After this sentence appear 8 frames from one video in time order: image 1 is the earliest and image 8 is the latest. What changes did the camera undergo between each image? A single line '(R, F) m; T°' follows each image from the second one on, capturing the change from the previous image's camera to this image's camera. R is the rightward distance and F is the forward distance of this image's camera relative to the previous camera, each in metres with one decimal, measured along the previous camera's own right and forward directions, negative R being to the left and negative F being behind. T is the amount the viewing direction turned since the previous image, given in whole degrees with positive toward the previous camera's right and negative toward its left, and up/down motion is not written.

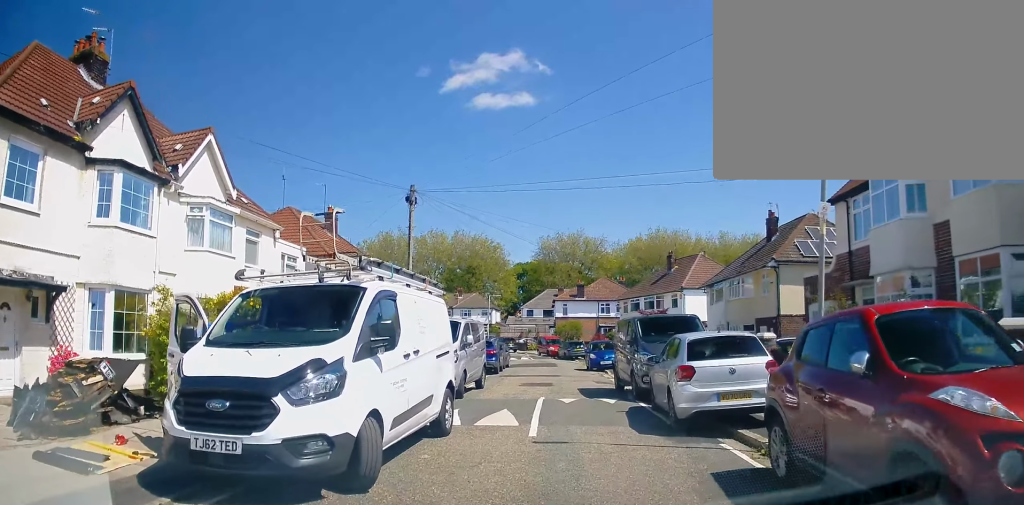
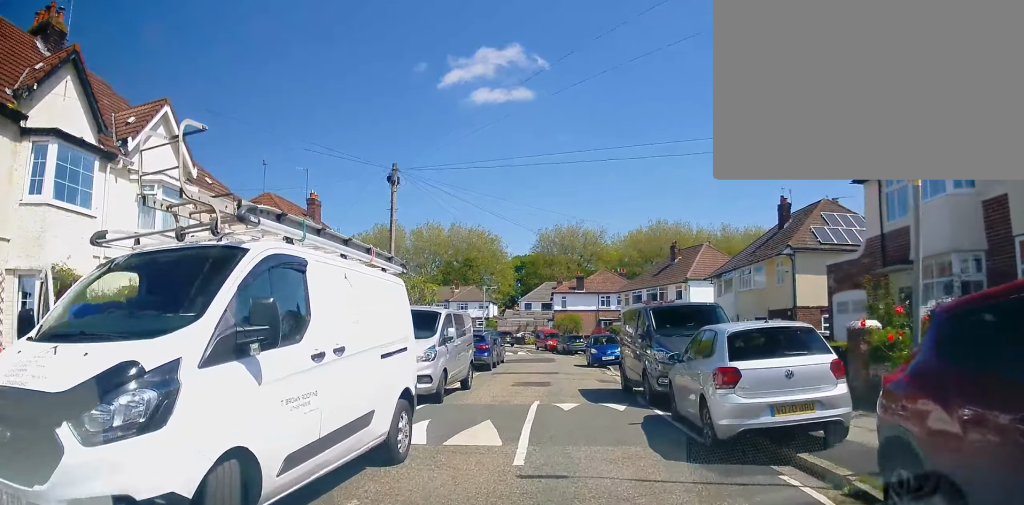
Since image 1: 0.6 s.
(-0.1, +2.4) m; +3°
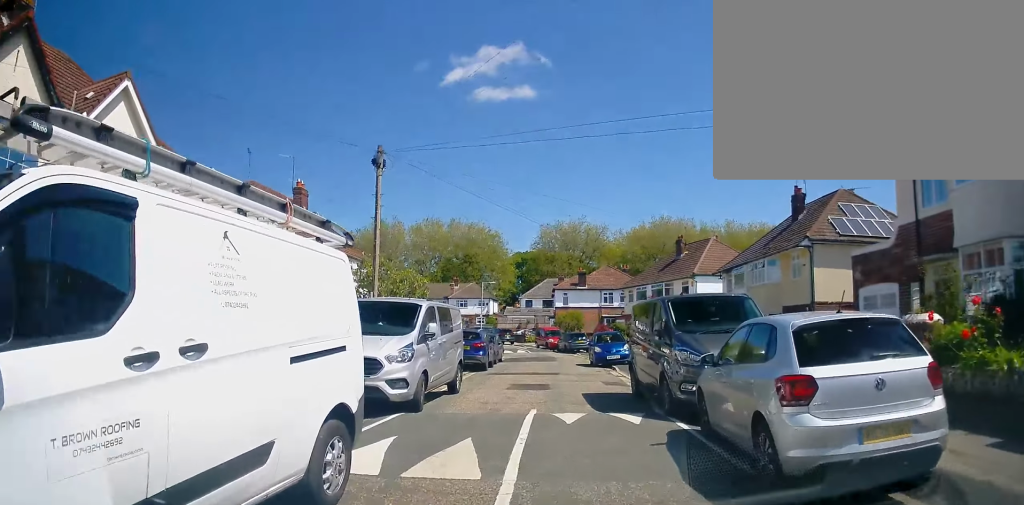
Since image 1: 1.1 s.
(+0.2, +1.9) m; -2°
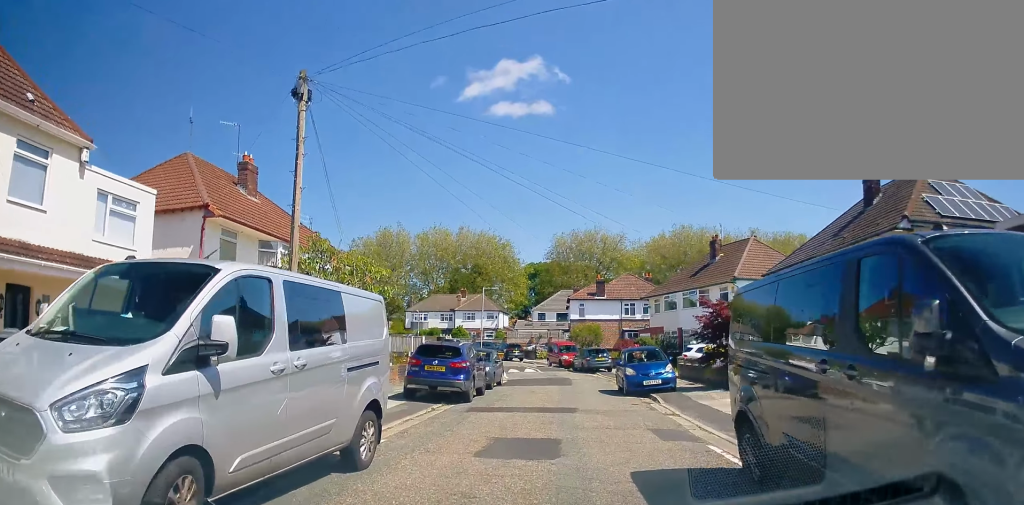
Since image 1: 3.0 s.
(-0.3, +6.7) m; -2°
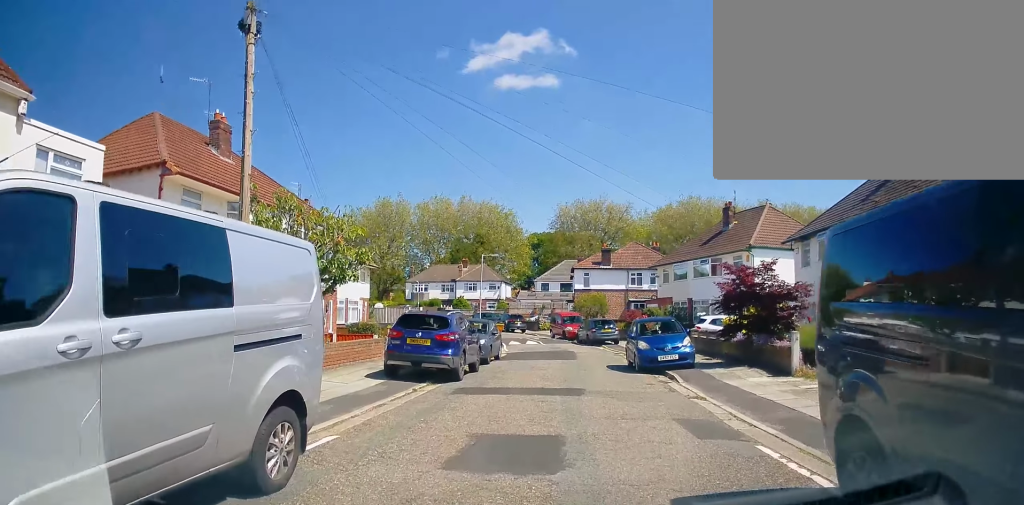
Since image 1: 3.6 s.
(+0.3, +2.1) m; 0°
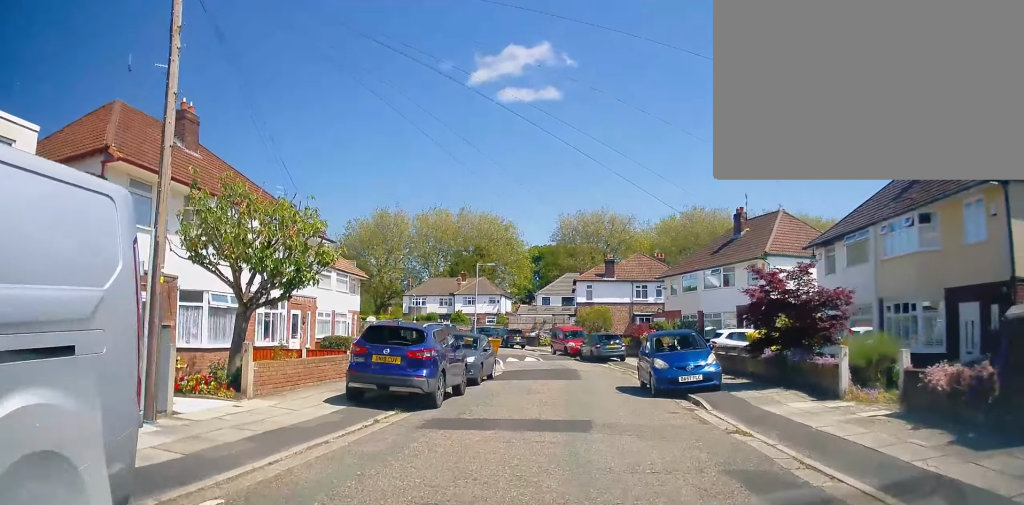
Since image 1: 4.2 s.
(-0.3, +2.5) m; 0°
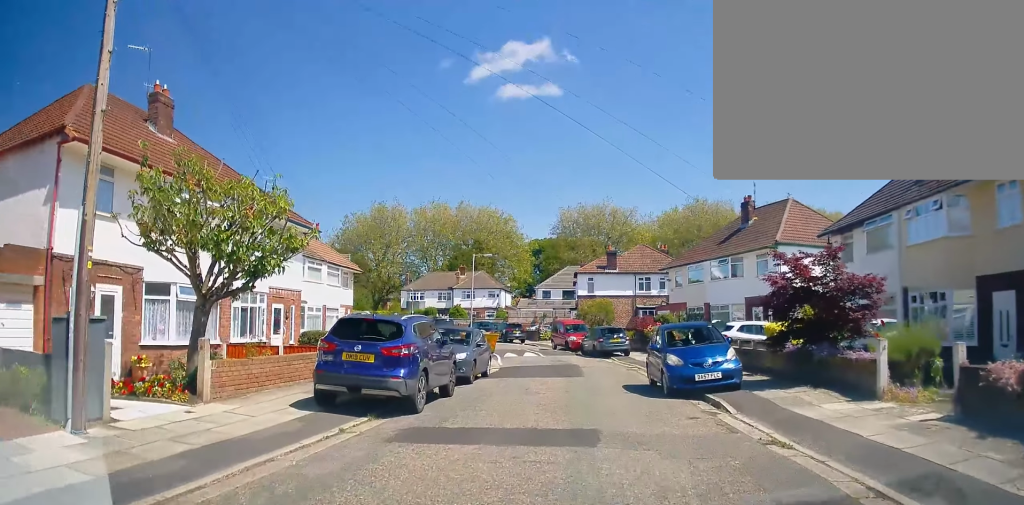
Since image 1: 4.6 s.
(-0.2, +1.5) m; 0°
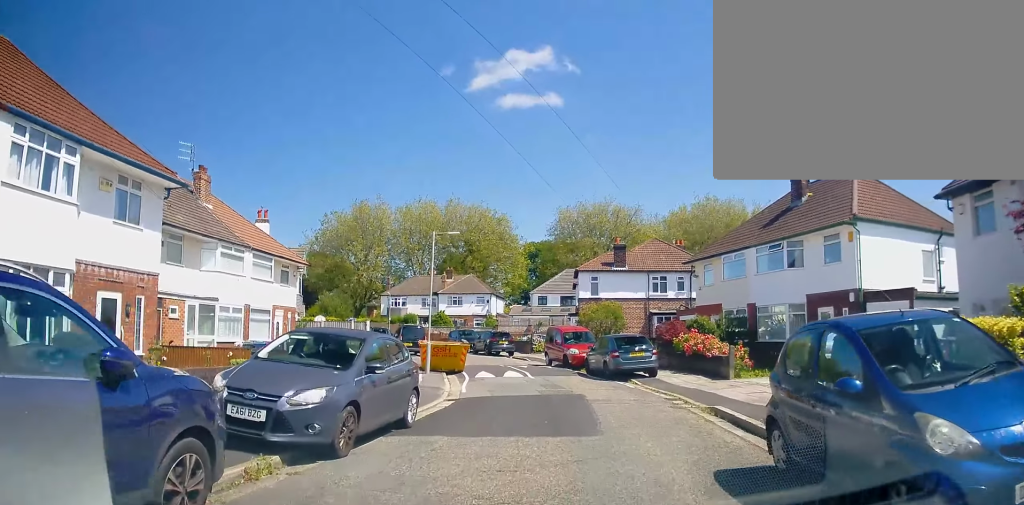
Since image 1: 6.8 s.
(+0.4, +9.0) m; -1°
